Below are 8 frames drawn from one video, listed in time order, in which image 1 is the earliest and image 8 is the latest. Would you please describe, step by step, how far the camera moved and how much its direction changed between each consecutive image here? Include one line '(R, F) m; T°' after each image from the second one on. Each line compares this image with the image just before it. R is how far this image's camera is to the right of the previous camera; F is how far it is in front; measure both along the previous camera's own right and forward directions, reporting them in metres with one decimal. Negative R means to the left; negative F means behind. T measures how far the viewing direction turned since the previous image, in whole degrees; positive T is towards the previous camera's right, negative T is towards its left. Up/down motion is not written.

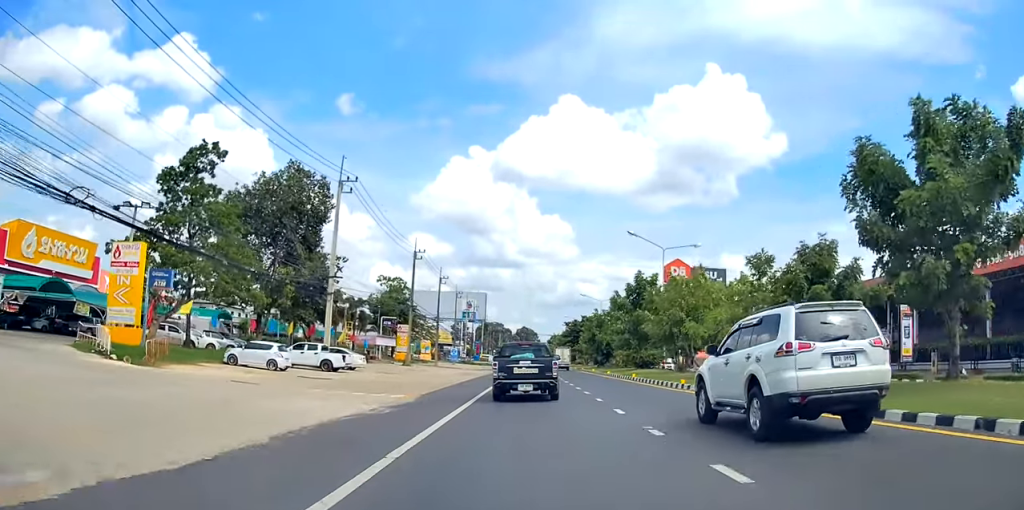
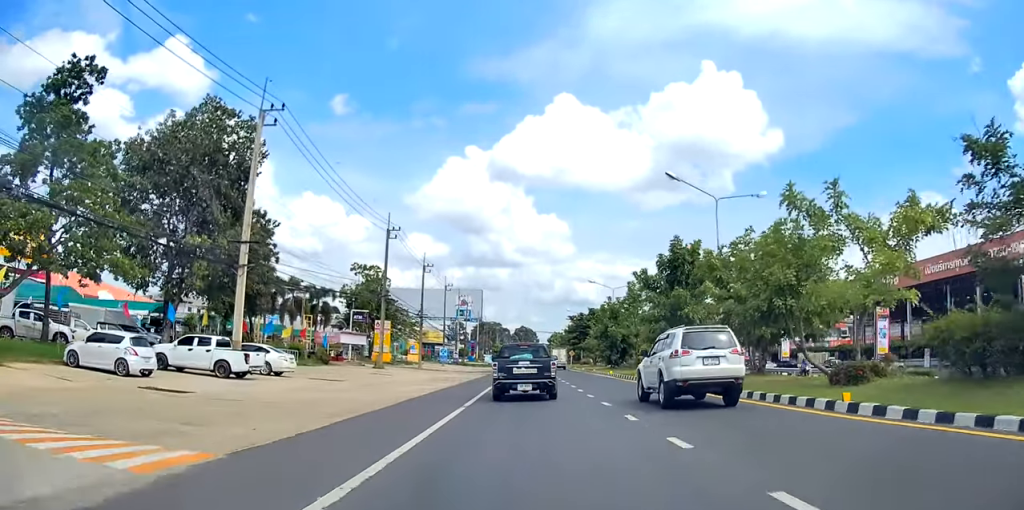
(+0.1, +13.6) m; +1°
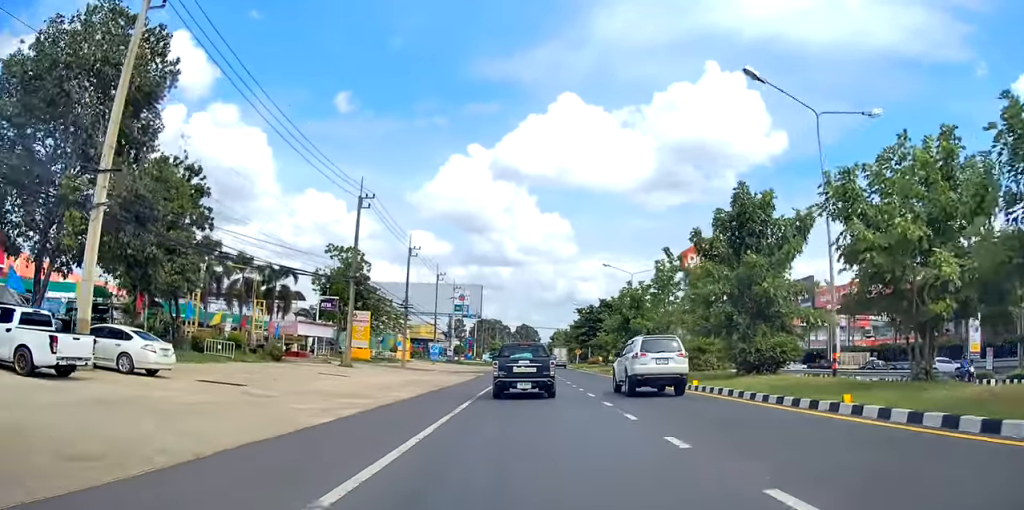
(+0.3, +11.8) m; 0°
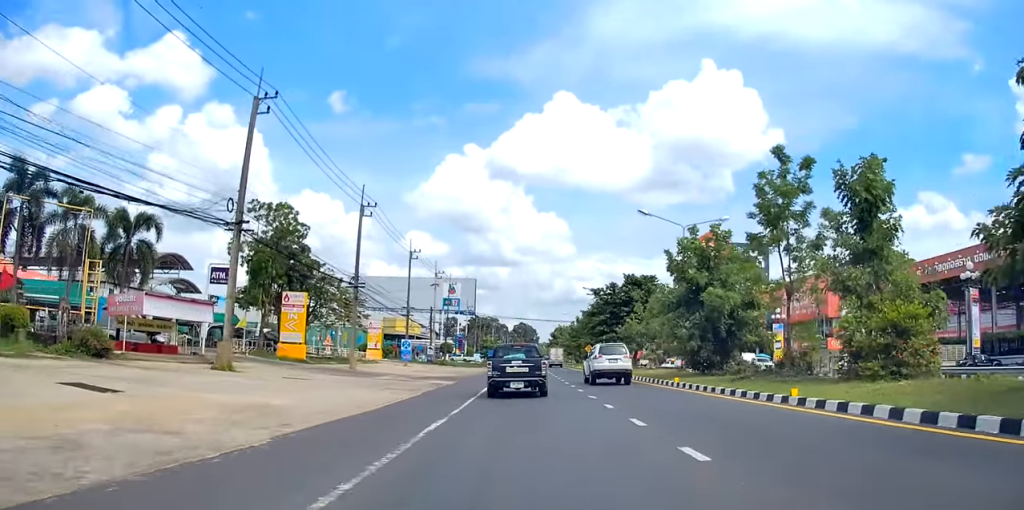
(0.0, +21.2) m; 0°
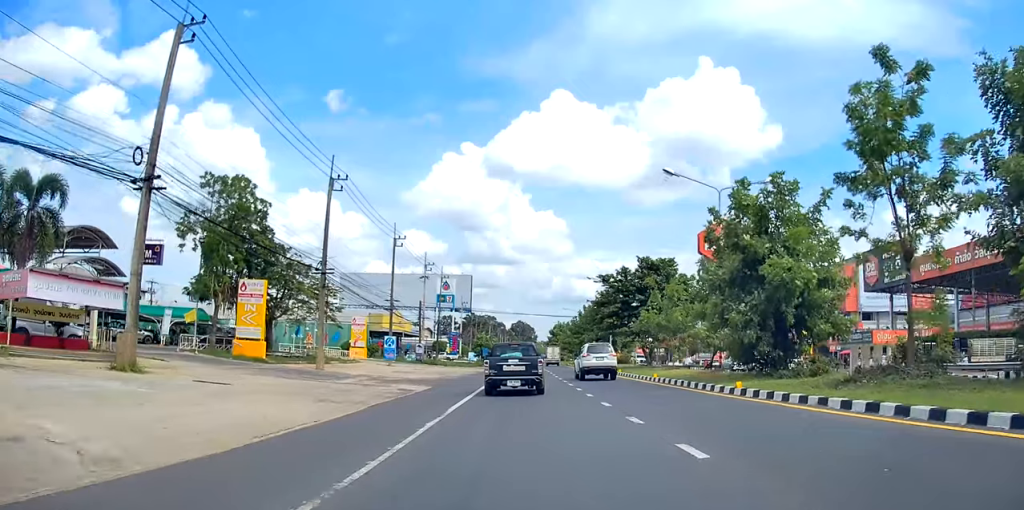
(+0.1, +7.9) m; -1°
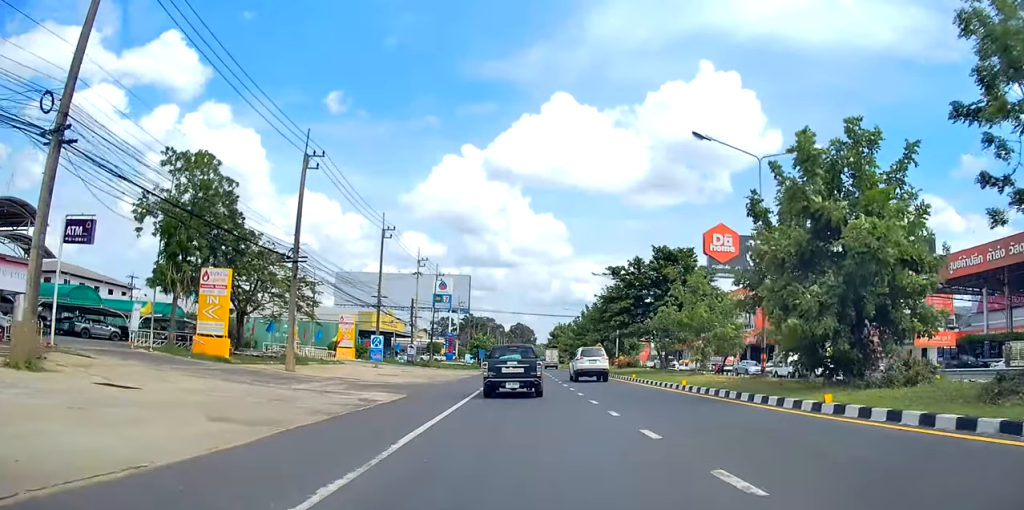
(-0.2, +5.7) m; -1°
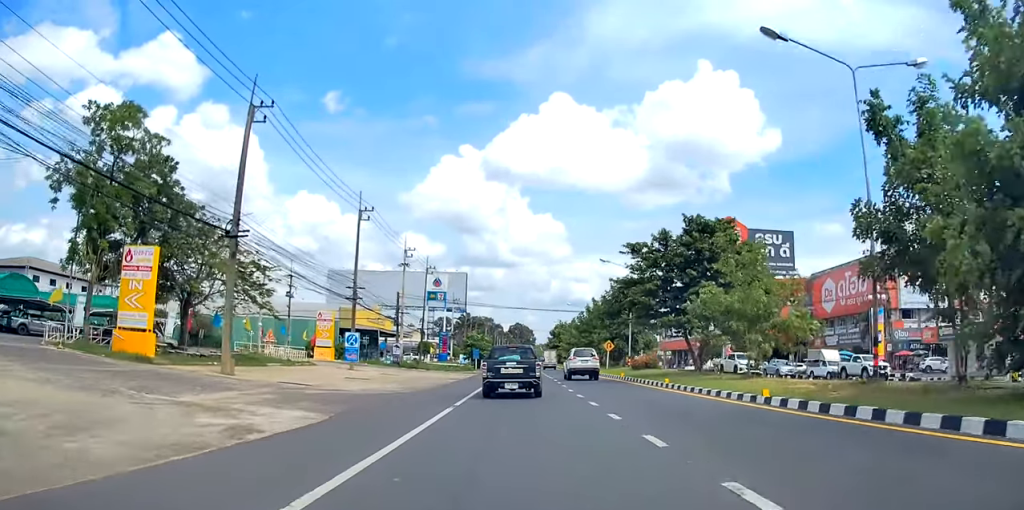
(-0.2, +8.8) m; 0°
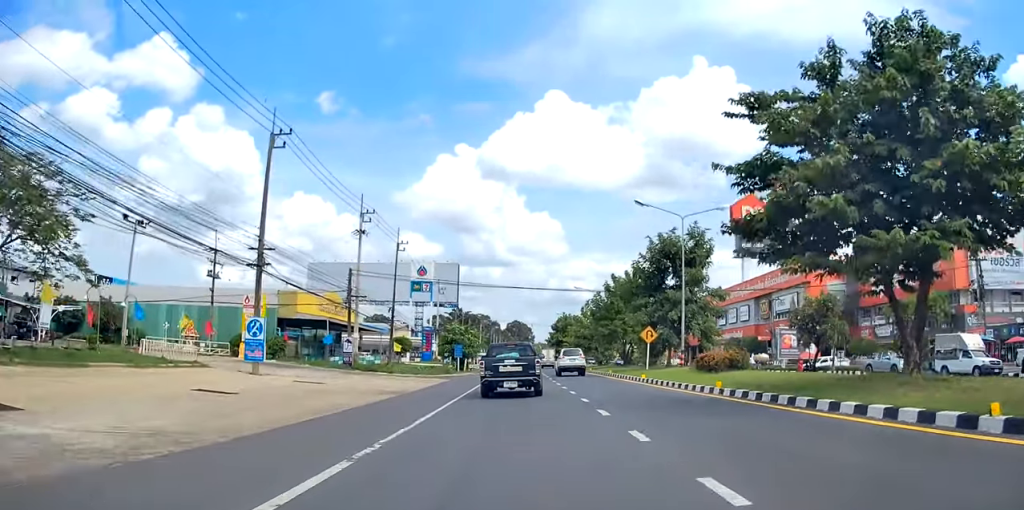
(+0.6, +19.0) m; +2°
